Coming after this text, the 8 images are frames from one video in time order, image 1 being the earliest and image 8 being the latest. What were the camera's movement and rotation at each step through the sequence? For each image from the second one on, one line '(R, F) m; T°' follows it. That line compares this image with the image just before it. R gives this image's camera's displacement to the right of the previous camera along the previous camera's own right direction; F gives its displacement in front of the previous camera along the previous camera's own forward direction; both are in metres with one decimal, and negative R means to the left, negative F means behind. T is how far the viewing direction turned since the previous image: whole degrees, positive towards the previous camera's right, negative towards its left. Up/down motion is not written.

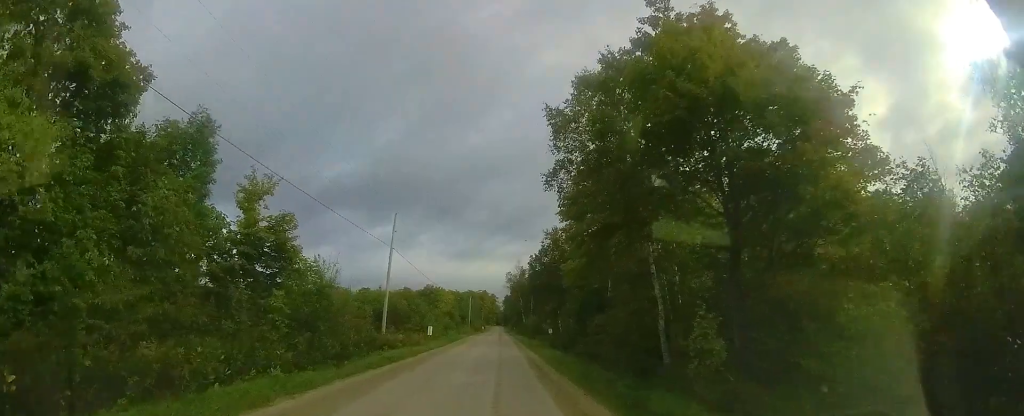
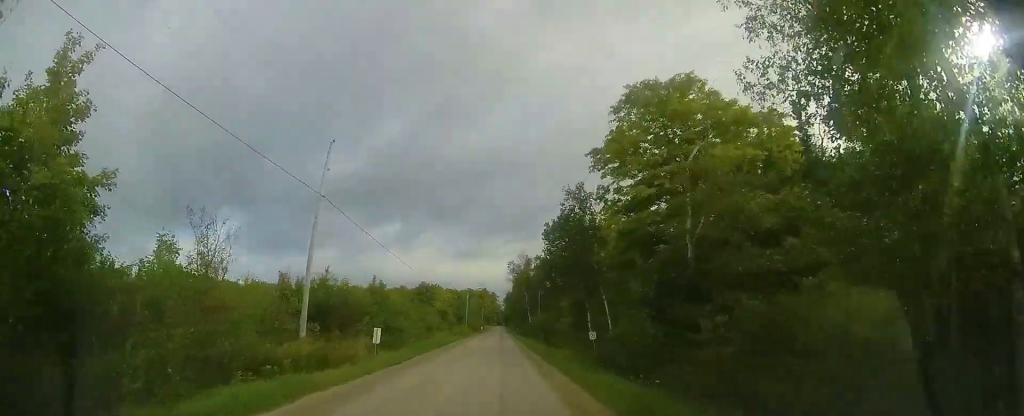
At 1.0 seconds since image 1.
(+0.2, +14.2) m; 0°
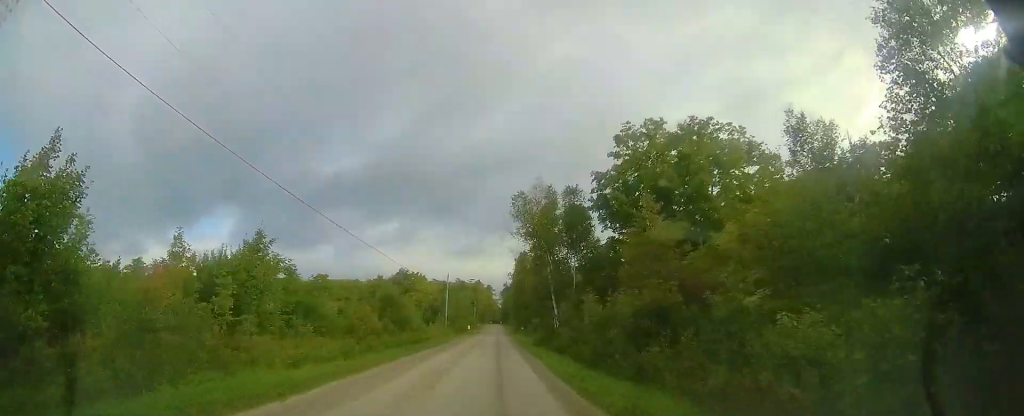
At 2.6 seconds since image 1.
(-0.4, +24.2) m; -1°
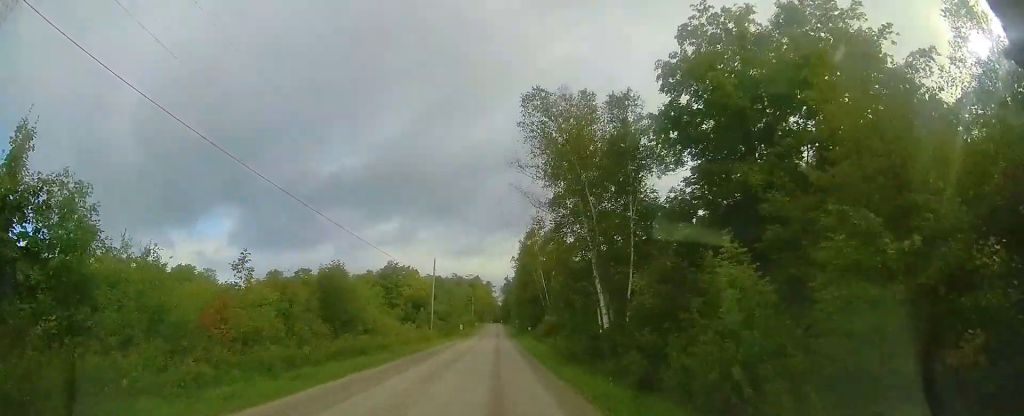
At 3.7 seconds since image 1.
(0.0, +16.5) m; +1°
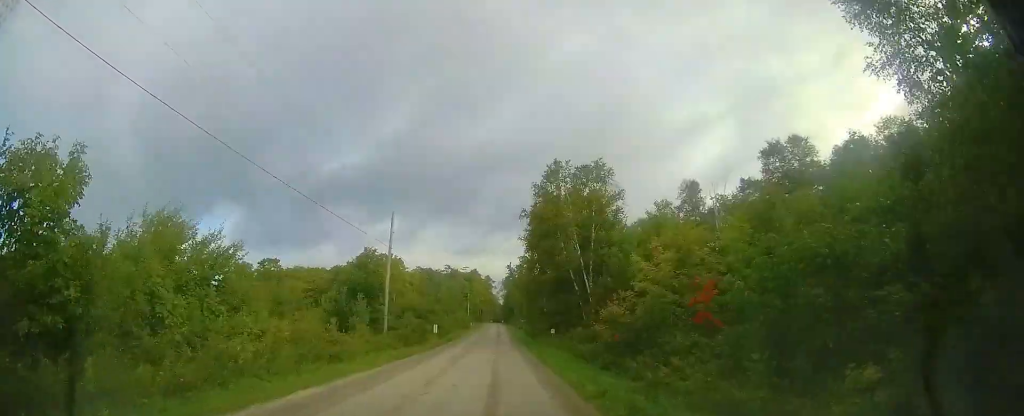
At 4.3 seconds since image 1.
(+0.1, +8.6) m; +1°
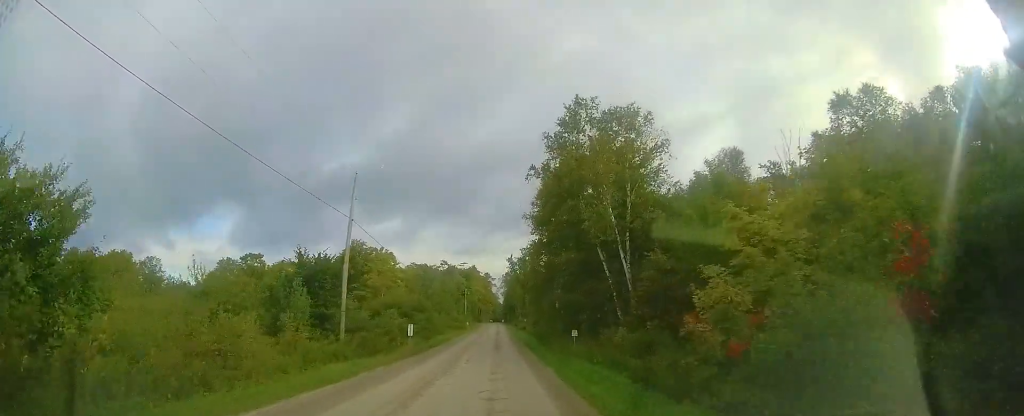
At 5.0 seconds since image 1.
(+0.2, +8.9) m; 0°
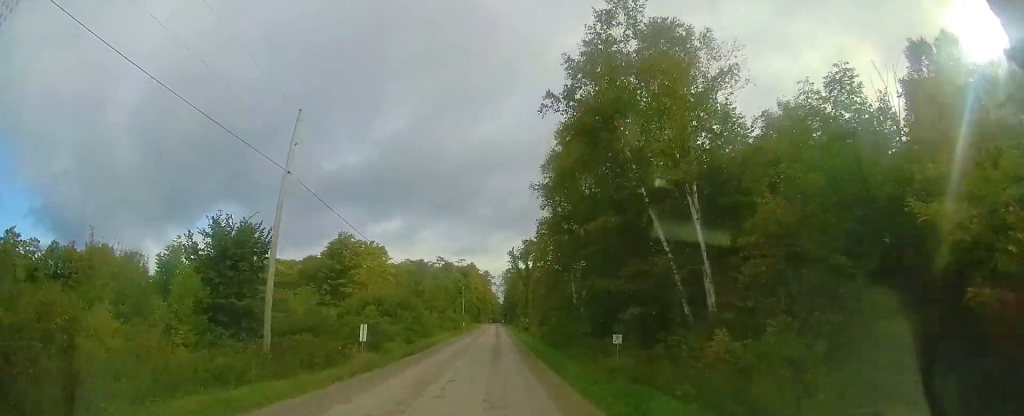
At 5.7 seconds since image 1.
(-0.2, +7.6) m; -2°
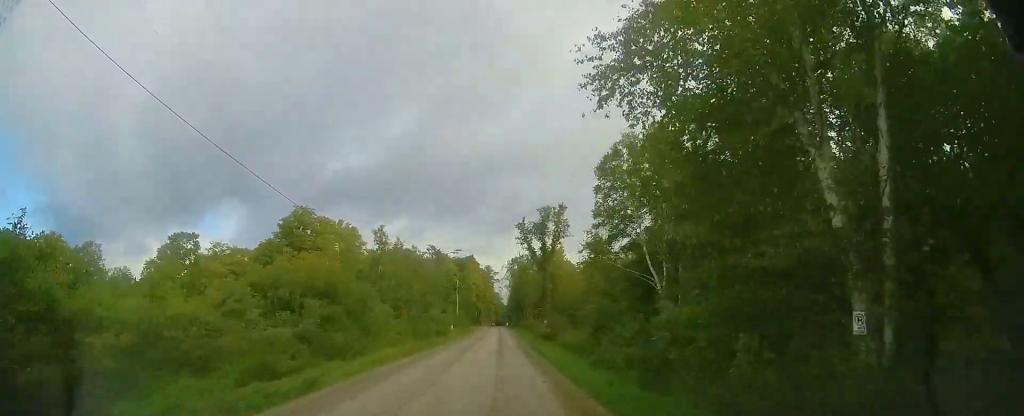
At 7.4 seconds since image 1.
(-0.5, +20.0) m; 0°
